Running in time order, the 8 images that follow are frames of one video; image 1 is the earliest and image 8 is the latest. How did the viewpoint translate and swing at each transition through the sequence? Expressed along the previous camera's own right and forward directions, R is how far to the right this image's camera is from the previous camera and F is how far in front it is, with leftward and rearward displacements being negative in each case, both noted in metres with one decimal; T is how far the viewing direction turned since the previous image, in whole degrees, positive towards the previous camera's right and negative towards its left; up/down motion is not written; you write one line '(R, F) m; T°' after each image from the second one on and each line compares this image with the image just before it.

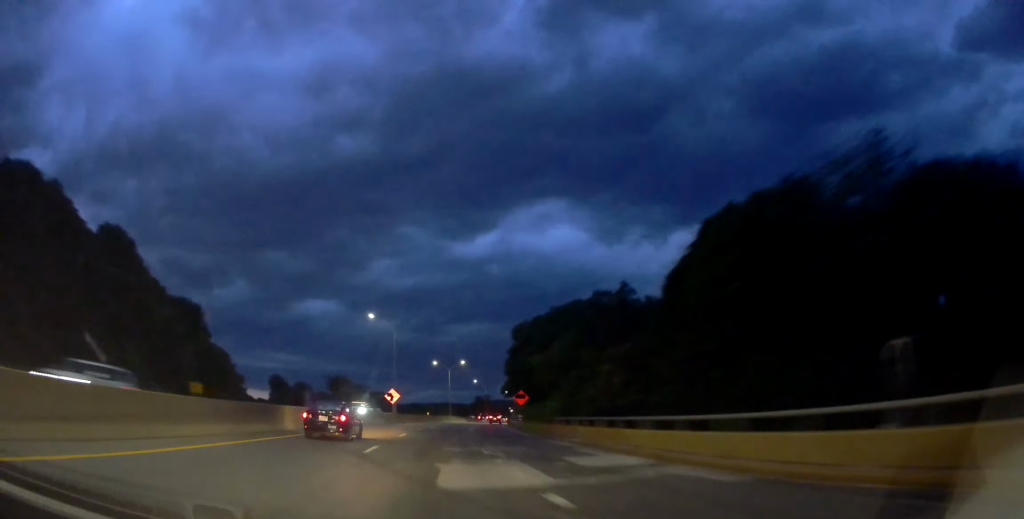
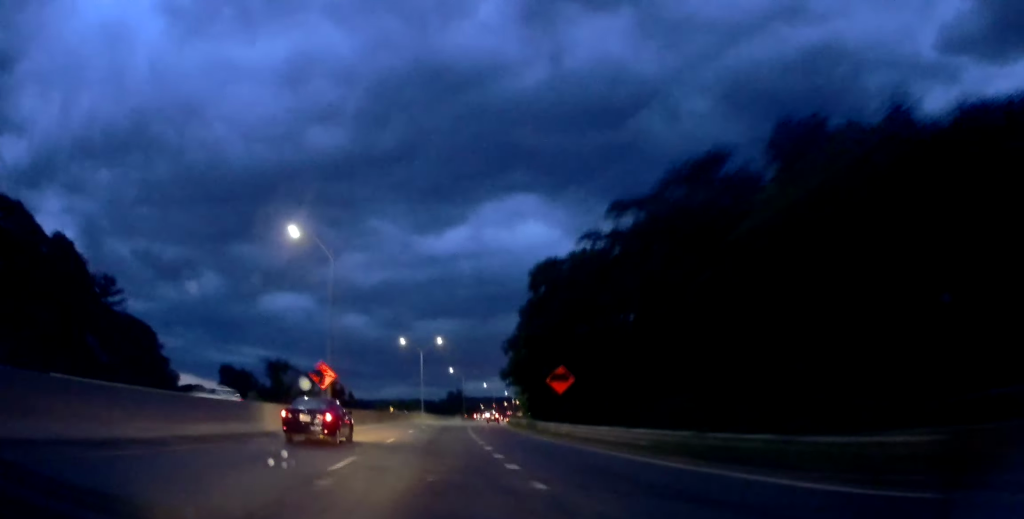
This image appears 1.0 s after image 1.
(+0.5, +30.2) m; +2°
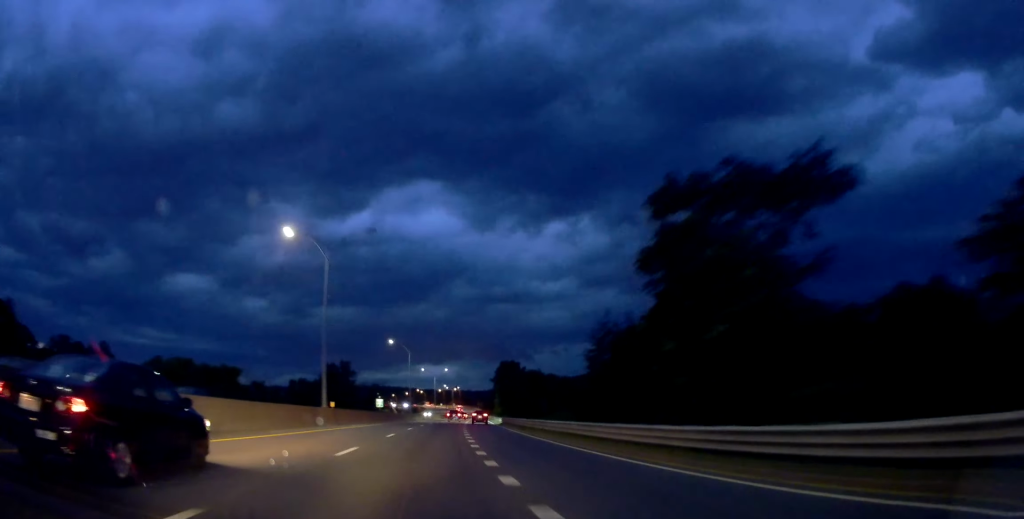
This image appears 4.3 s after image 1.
(+9.6, +102.0) m; +11°
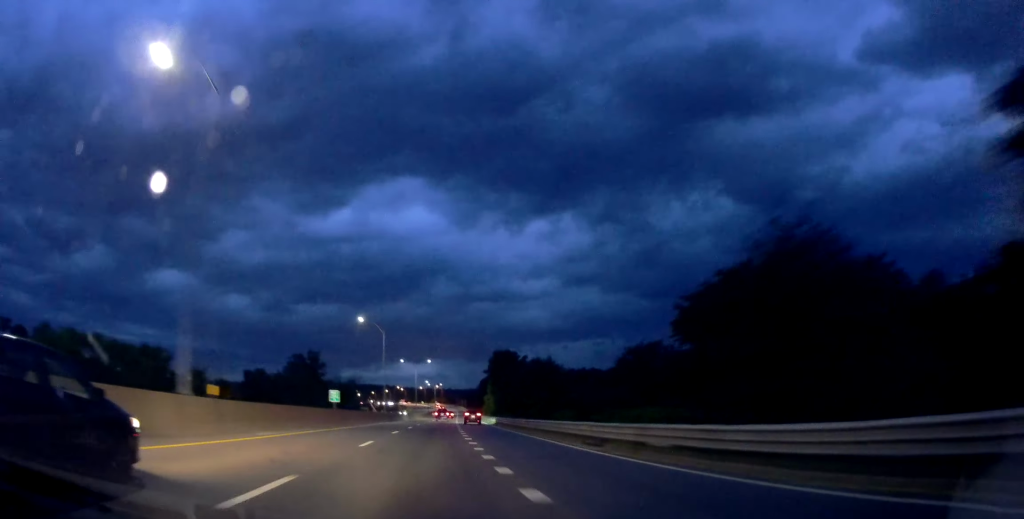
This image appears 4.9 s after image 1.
(+0.4, +19.8) m; +2°
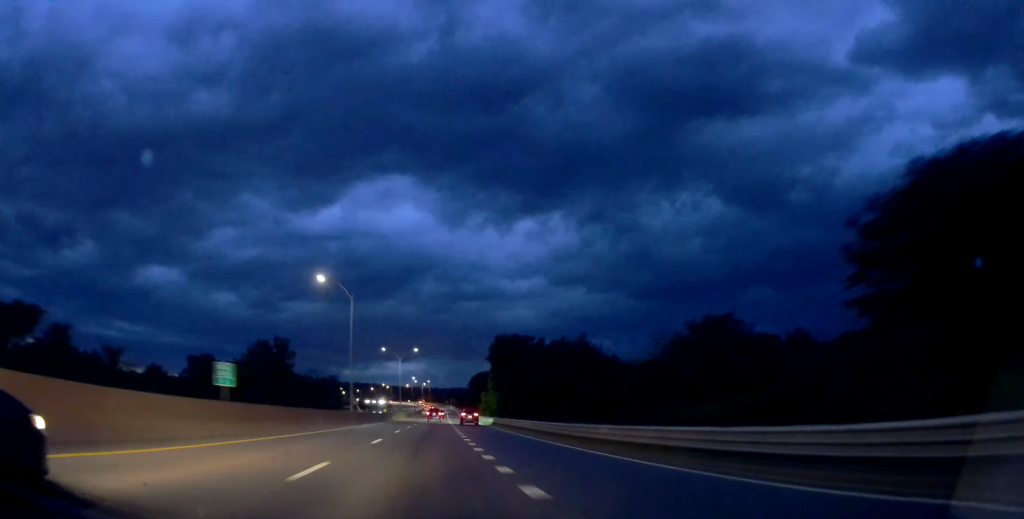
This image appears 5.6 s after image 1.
(+0.2, +20.8) m; +1°
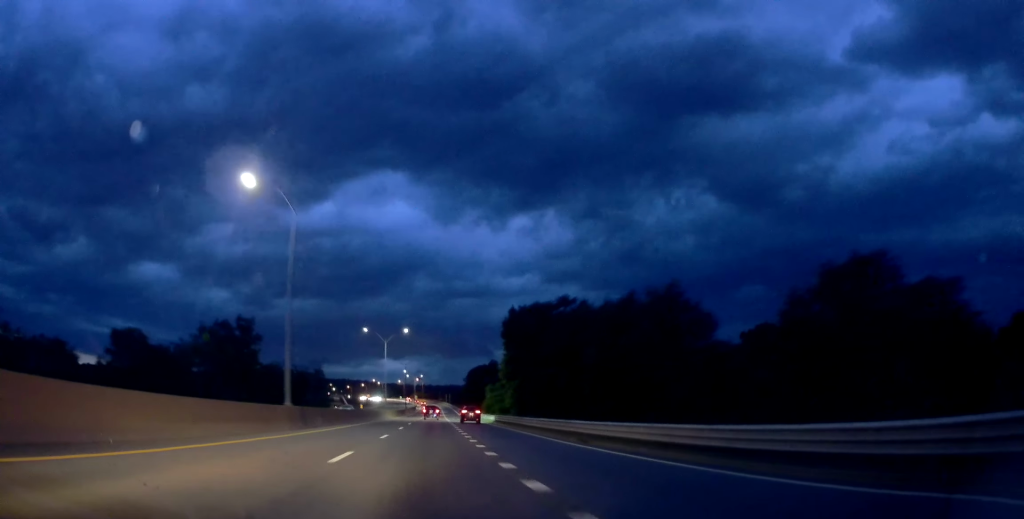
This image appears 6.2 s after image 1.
(+0.2, +20.9) m; +1°
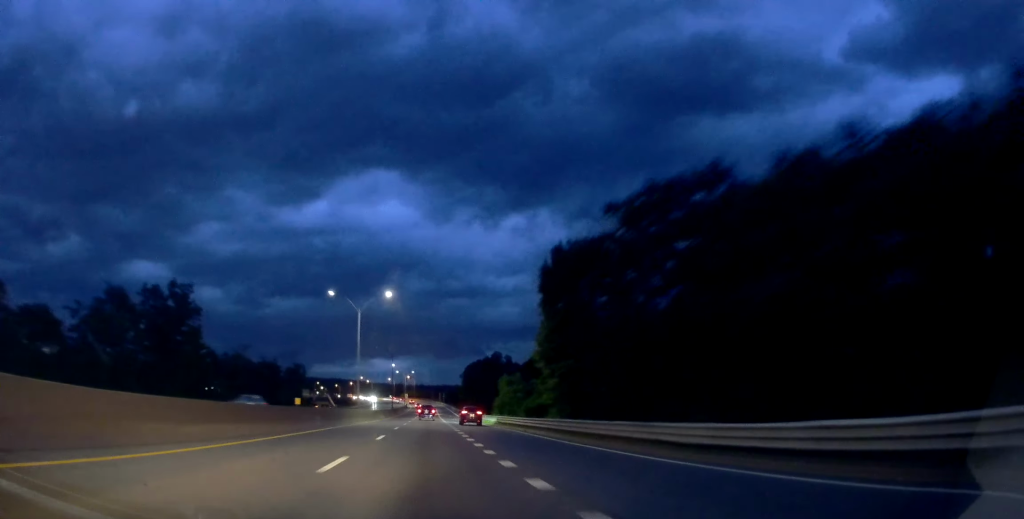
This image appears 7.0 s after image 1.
(+0.5, +25.4) m; +2°
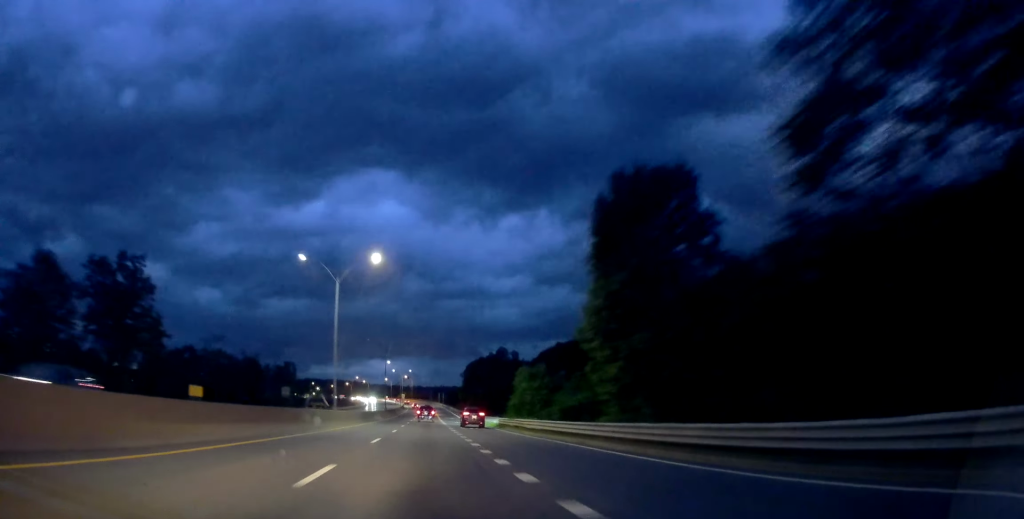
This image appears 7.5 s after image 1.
(0.0, +13.8) m; +1°
